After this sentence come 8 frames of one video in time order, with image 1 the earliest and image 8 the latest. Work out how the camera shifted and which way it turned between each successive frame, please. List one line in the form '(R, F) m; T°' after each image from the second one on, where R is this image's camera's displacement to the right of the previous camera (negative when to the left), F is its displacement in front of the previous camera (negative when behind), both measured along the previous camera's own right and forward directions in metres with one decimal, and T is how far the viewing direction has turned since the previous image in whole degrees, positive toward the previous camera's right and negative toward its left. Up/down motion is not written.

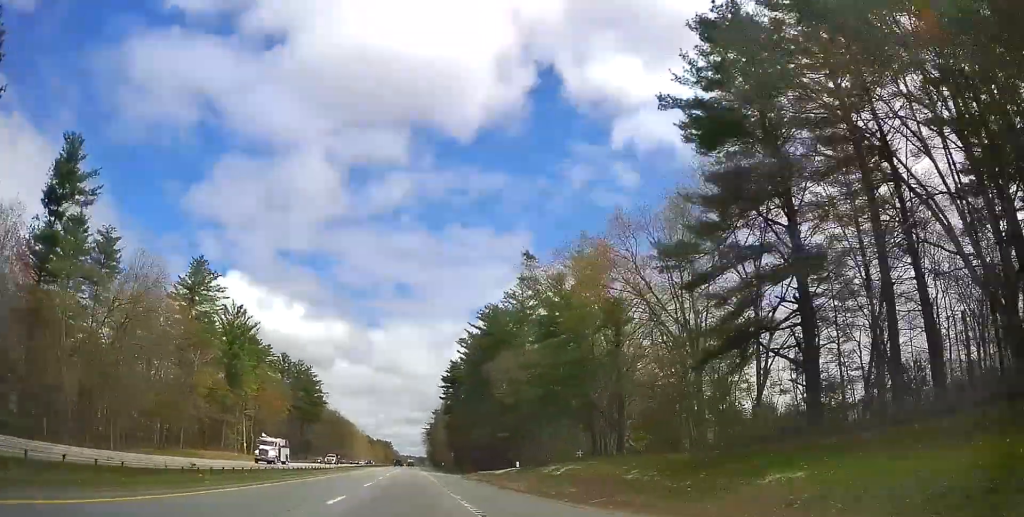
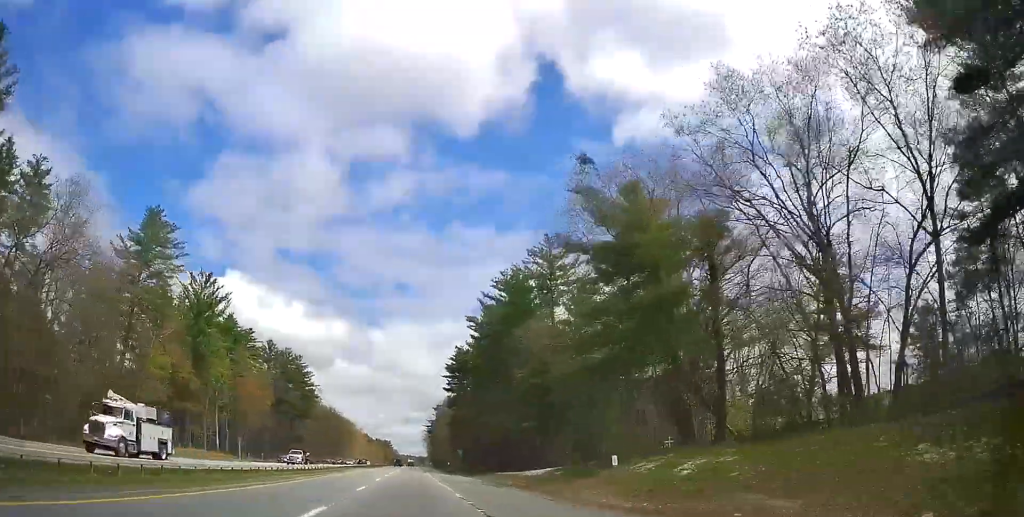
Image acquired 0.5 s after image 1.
(+0.1, +17.1) m; 0°
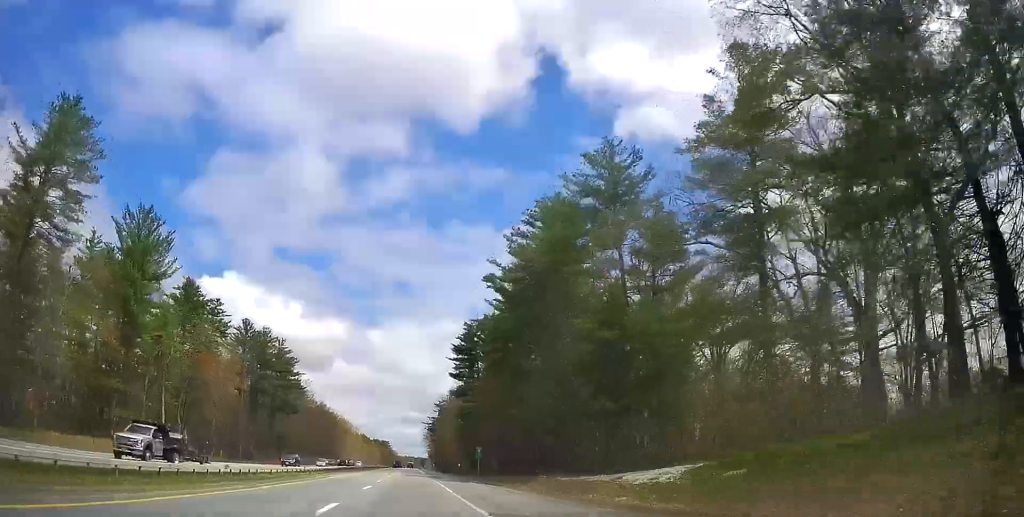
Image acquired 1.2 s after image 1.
(+0.1, +22.4) m; 0°
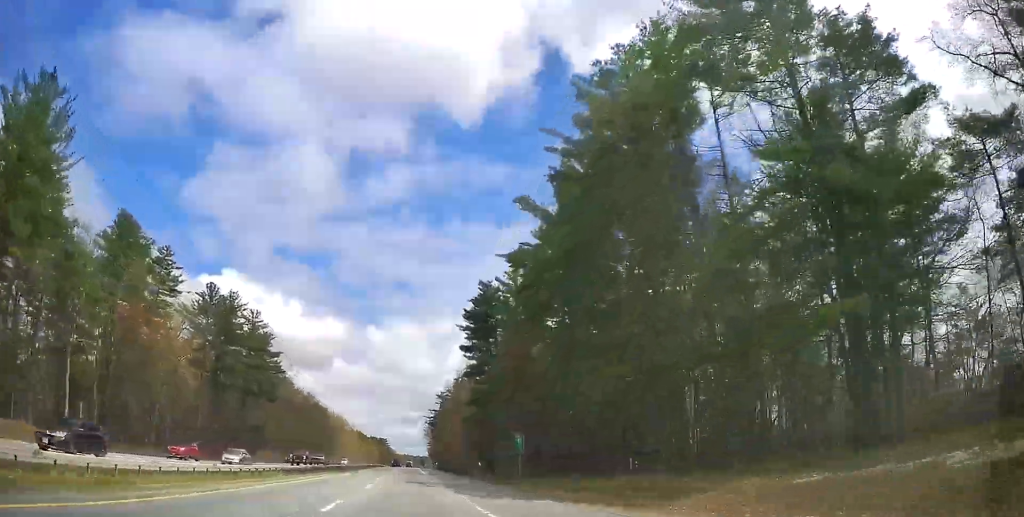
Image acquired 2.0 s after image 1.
(0.0, +23.8) m; 0°
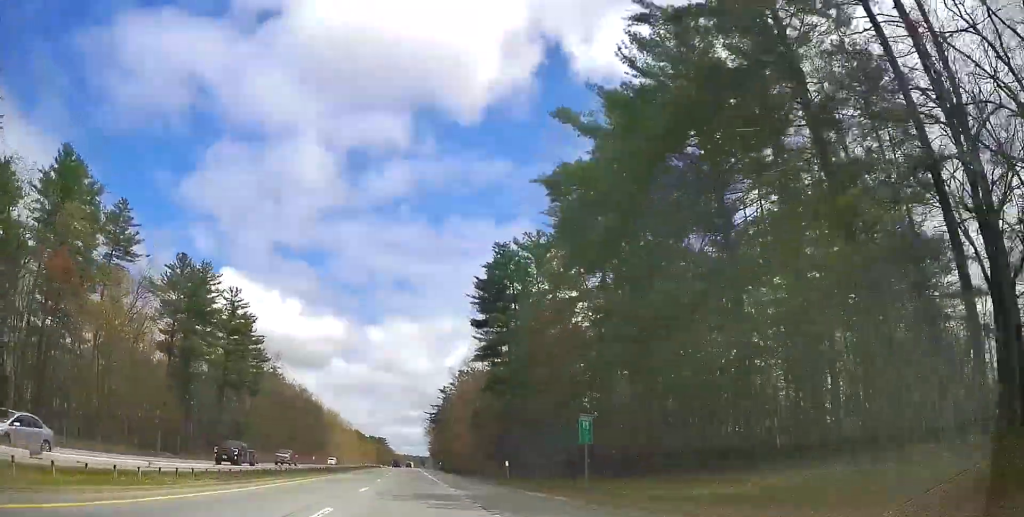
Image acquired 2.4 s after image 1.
(0.0, +14.8) m; 0°
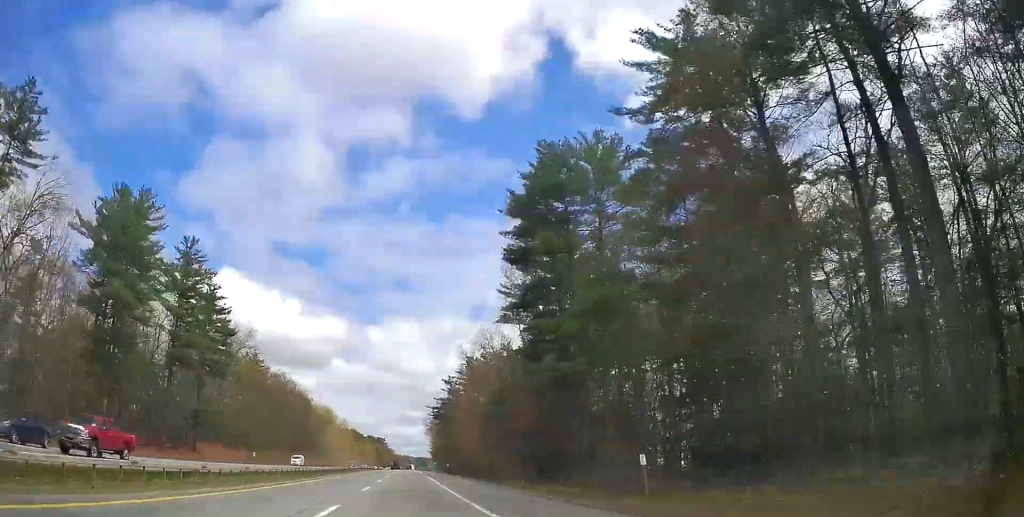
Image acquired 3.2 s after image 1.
(+0.1, +23.1) m; 0°
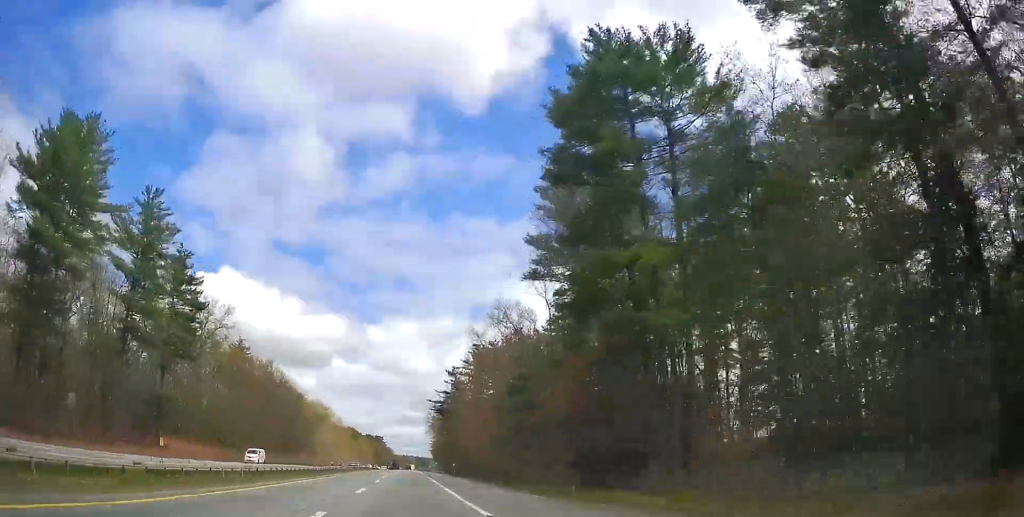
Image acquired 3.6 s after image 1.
(-0.1, +14.2) m; 0°
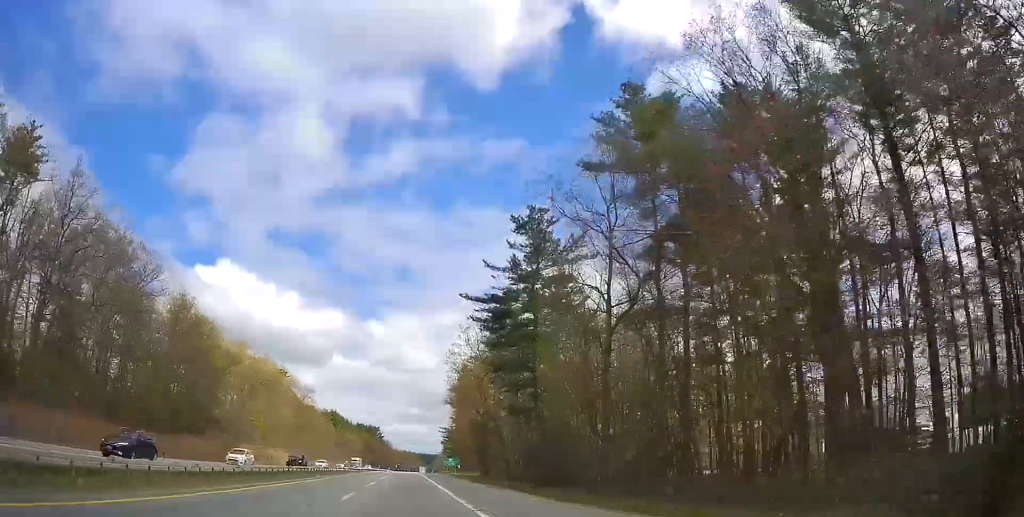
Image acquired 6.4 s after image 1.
(-0.5, +89.6) m; -1°
